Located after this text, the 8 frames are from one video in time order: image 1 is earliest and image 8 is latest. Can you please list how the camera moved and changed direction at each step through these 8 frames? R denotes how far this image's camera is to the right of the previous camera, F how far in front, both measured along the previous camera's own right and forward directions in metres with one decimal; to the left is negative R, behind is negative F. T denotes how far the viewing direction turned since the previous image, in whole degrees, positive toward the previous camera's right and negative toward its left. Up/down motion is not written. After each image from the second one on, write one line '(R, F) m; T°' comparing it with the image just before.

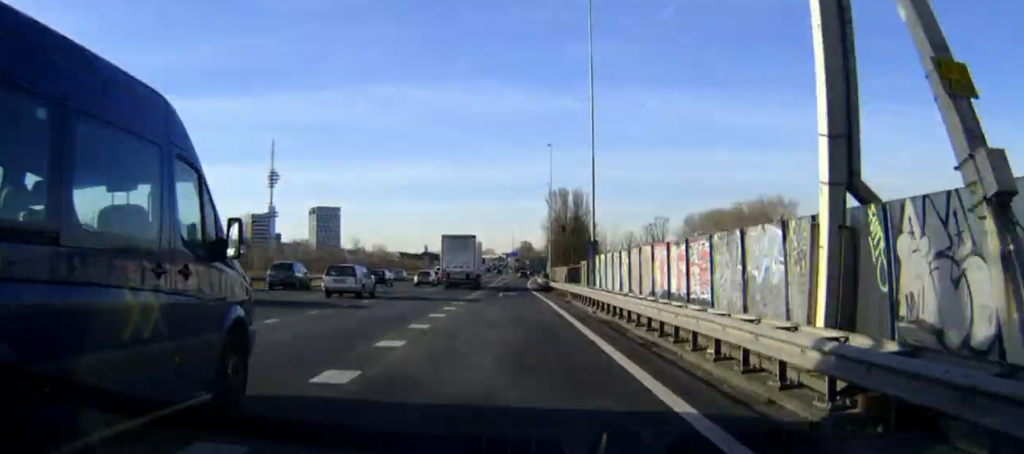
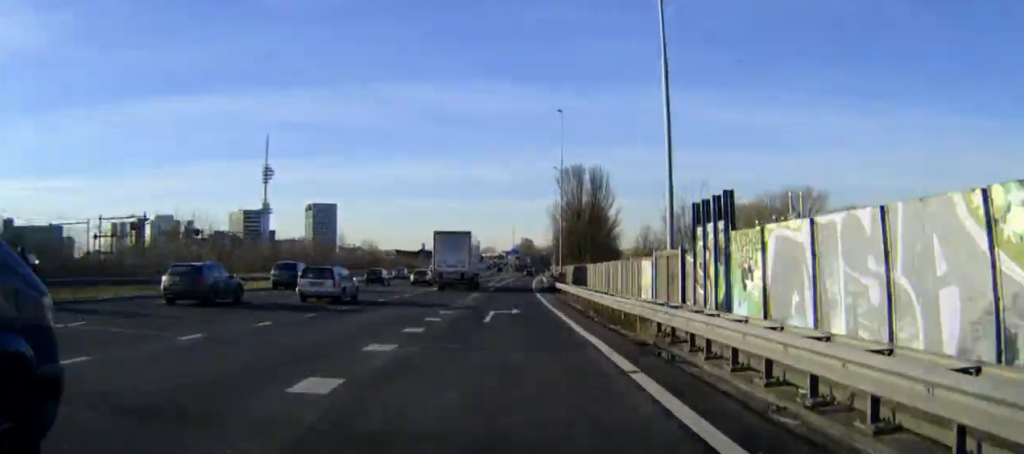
(0.0, +20.2) m; 0°
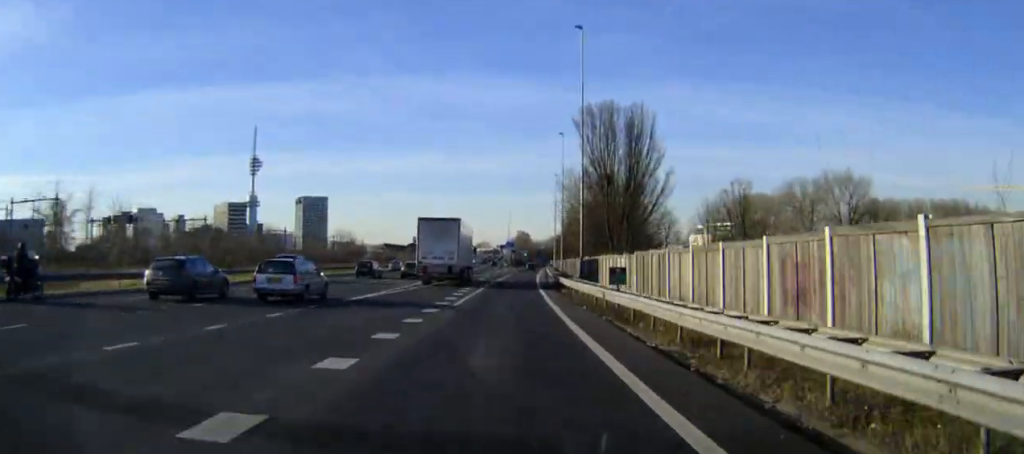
(+0.1, +27.3) m; 0°
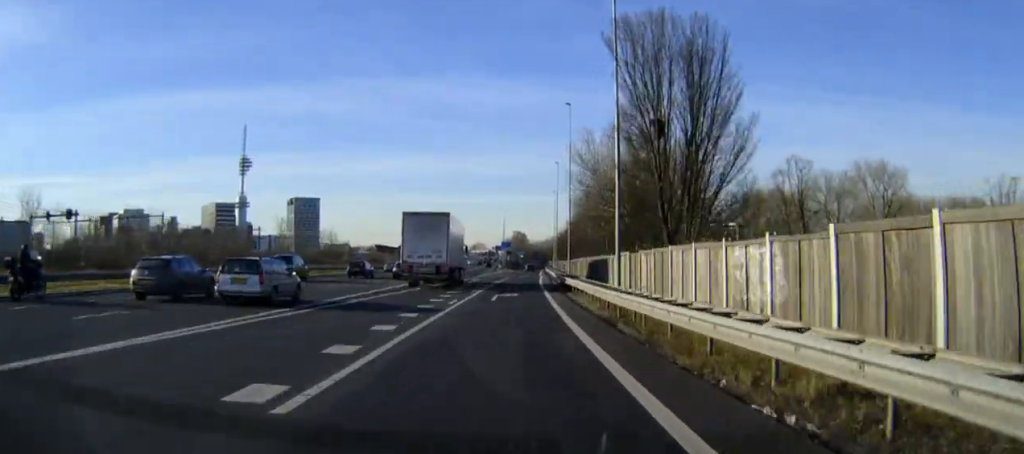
(+0.1, +18.8) m; 0°
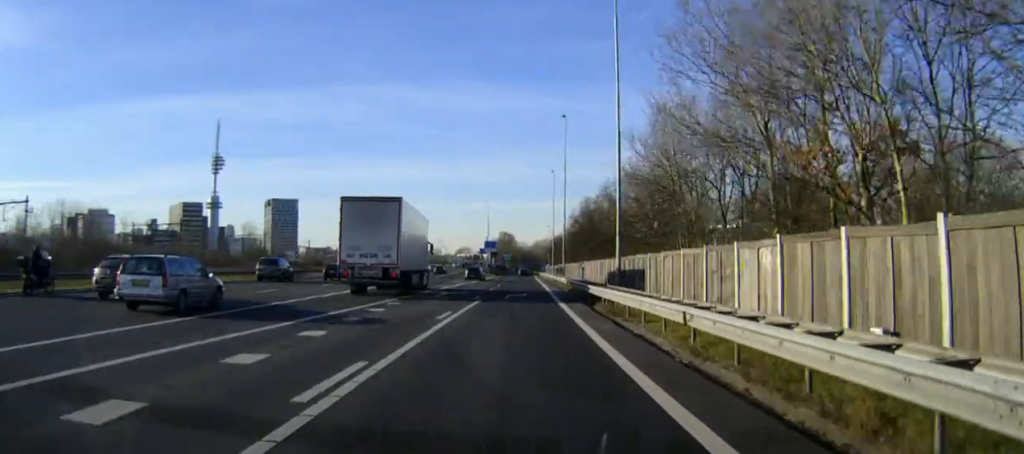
(+0.3, +41.8) m; +1°
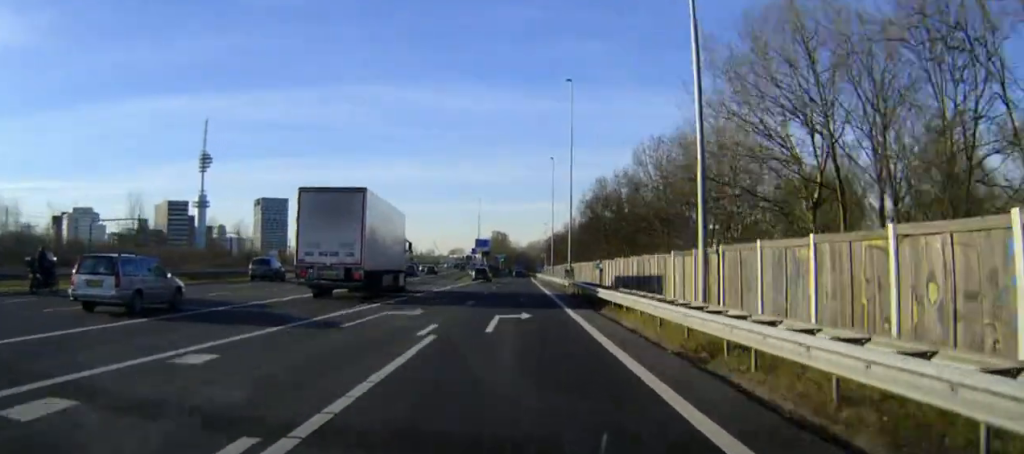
(+0.1, +16.1) m; +1°
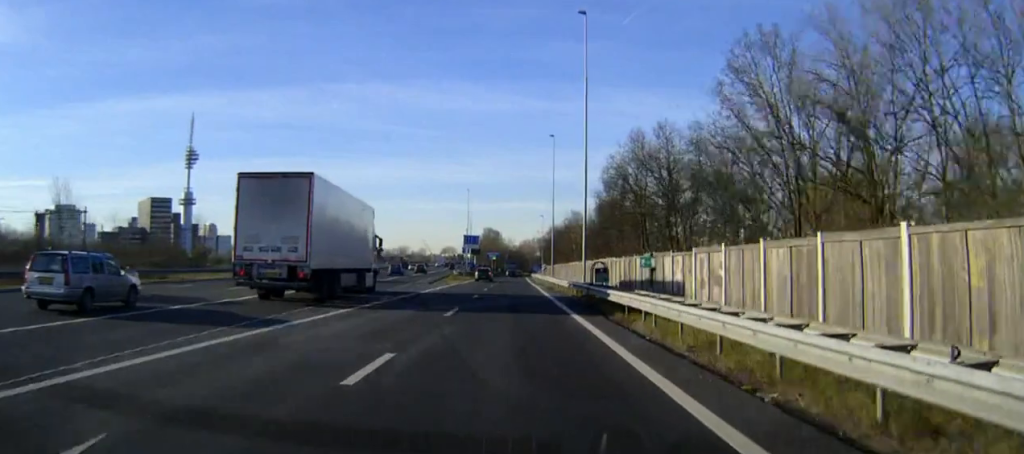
(+0.1, +18.3) m; -2°
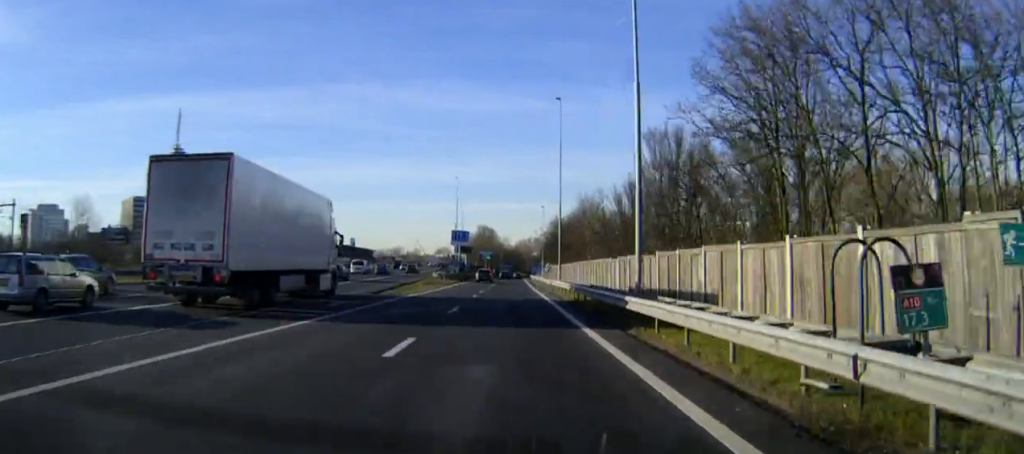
(+0.2, +20.2) m; -3°
